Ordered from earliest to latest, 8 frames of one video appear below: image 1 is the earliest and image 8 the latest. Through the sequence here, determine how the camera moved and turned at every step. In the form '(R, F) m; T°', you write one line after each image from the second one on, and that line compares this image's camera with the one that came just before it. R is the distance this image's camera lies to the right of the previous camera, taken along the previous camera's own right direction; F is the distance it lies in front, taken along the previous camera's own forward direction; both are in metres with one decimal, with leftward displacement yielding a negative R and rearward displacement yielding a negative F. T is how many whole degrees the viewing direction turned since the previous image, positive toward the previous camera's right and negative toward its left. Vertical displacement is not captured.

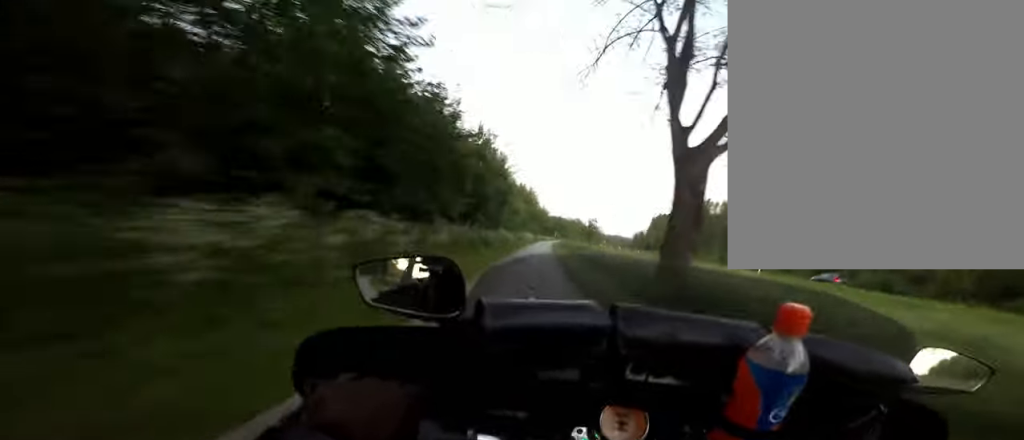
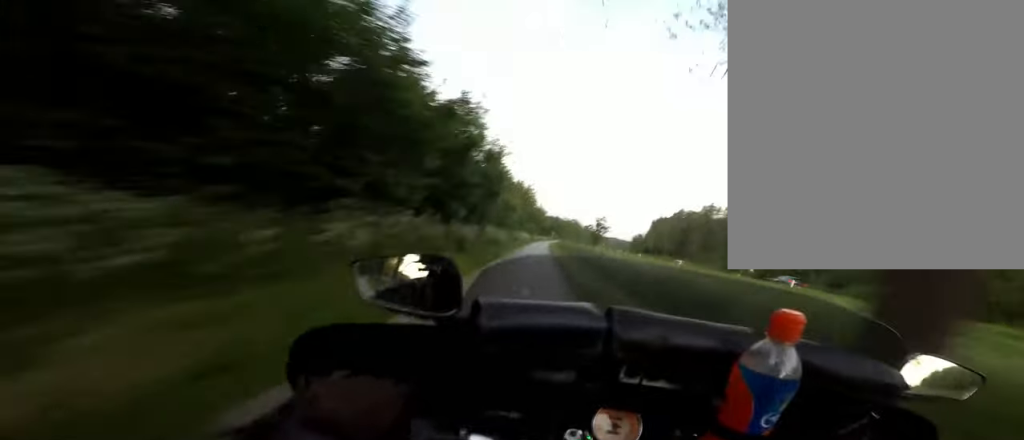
(0.0, +5.7) m; +1°
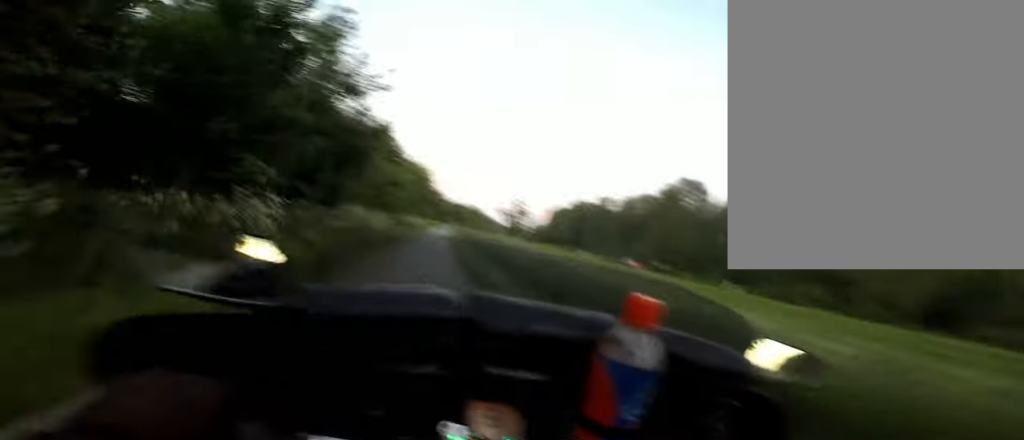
(+0.3, +7.7) m; 0°
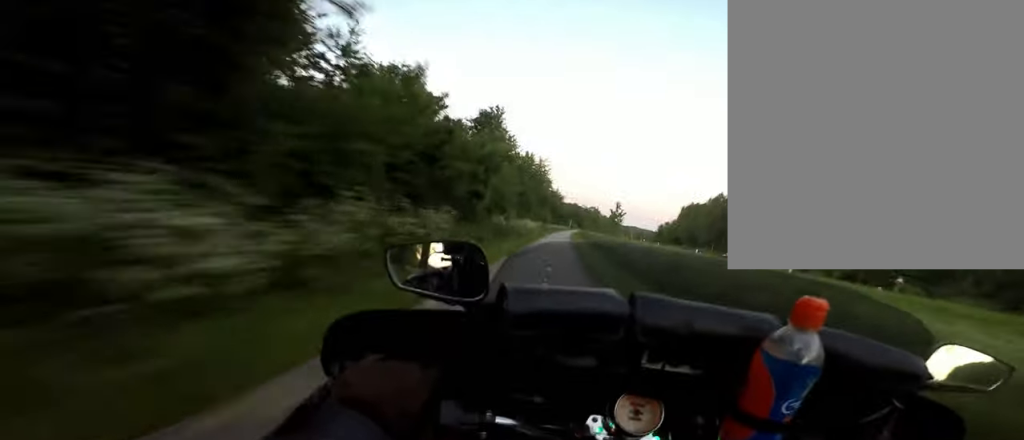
(-0.3, +13.8) m; 0°
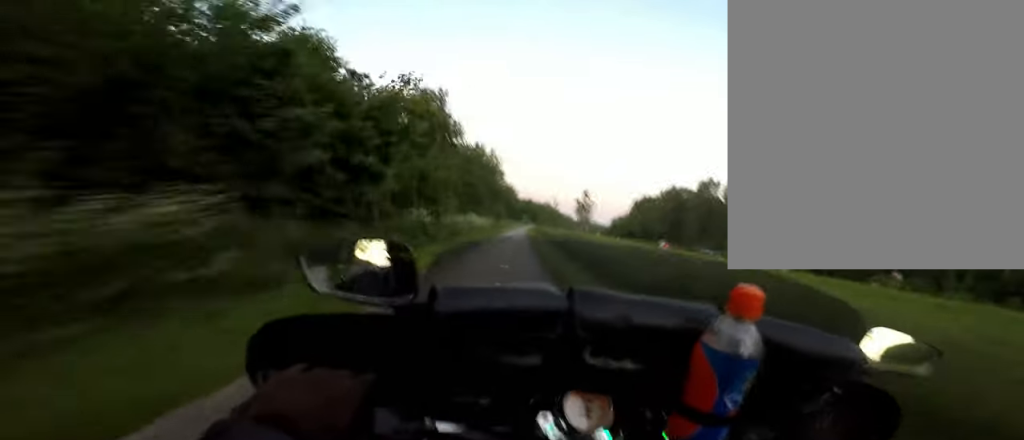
(+0.1, +6.6) m; +1°
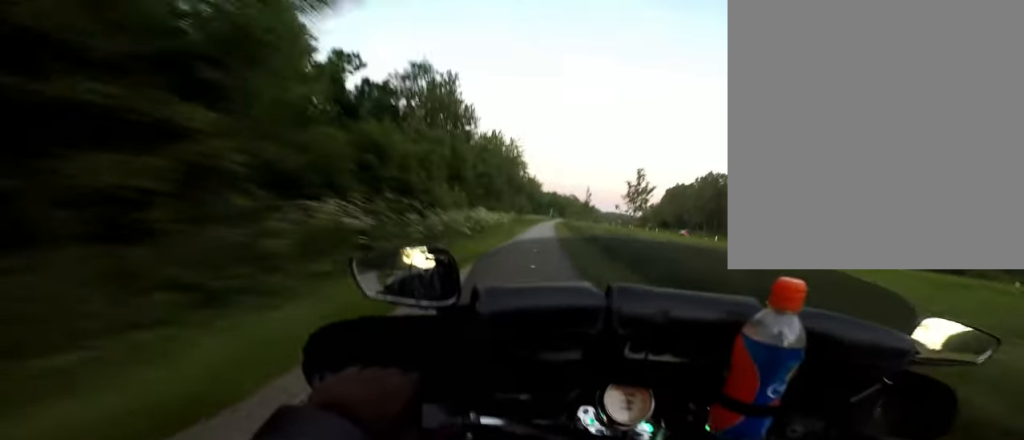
(+0.1, +6.6) m; +1°
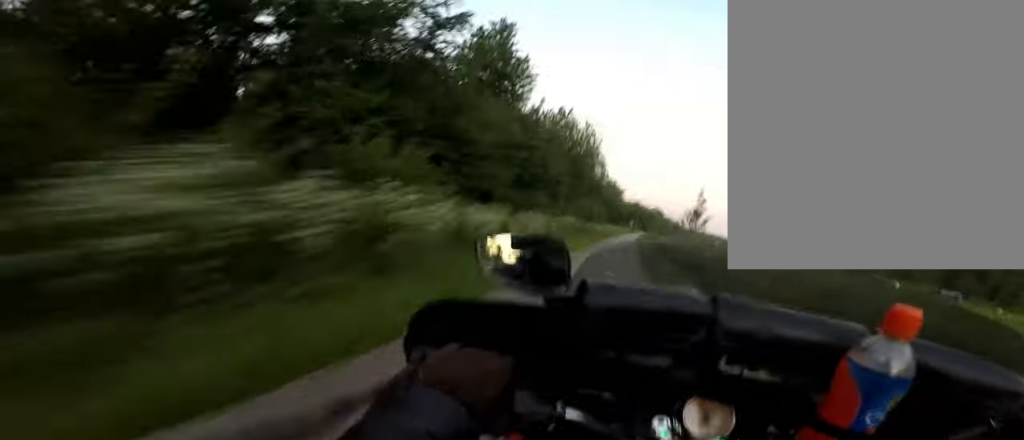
(+0.1, +14.7) m; +1°
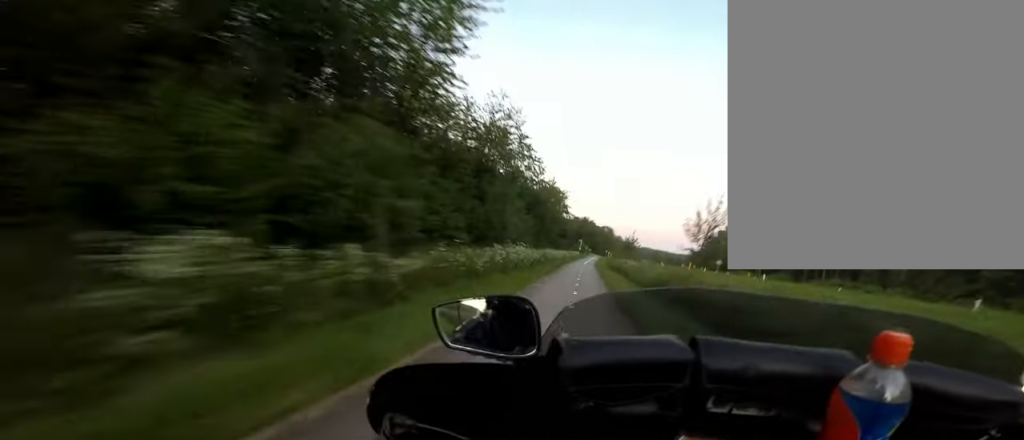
(-0.3, +38.3) m; -1°
